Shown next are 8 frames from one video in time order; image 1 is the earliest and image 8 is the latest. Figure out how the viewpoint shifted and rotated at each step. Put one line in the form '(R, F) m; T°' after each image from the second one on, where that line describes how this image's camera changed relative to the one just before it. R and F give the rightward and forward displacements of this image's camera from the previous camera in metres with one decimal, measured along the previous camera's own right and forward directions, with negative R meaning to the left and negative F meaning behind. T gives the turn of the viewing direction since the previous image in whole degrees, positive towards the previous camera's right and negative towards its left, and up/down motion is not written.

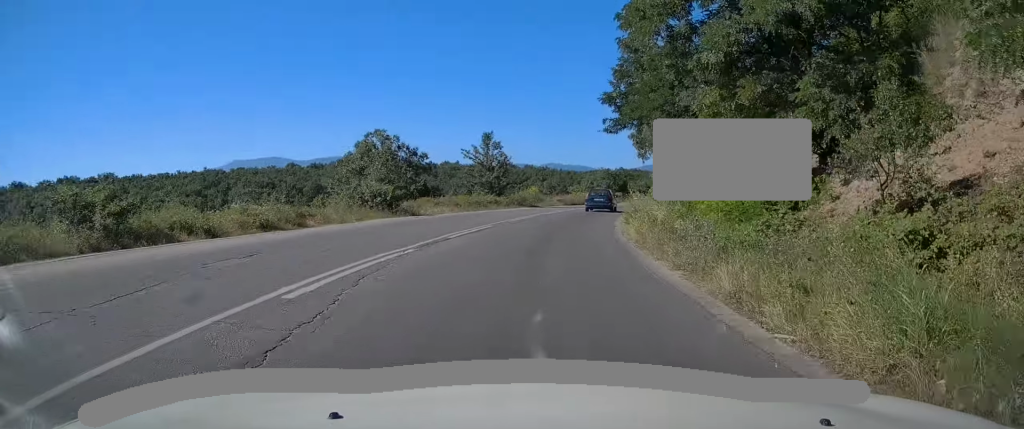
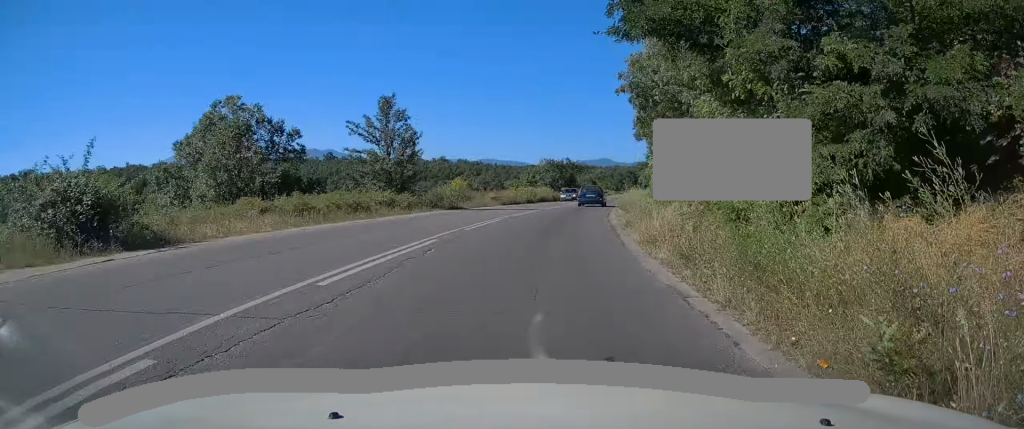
(+0.7, +17.4) m; +6°
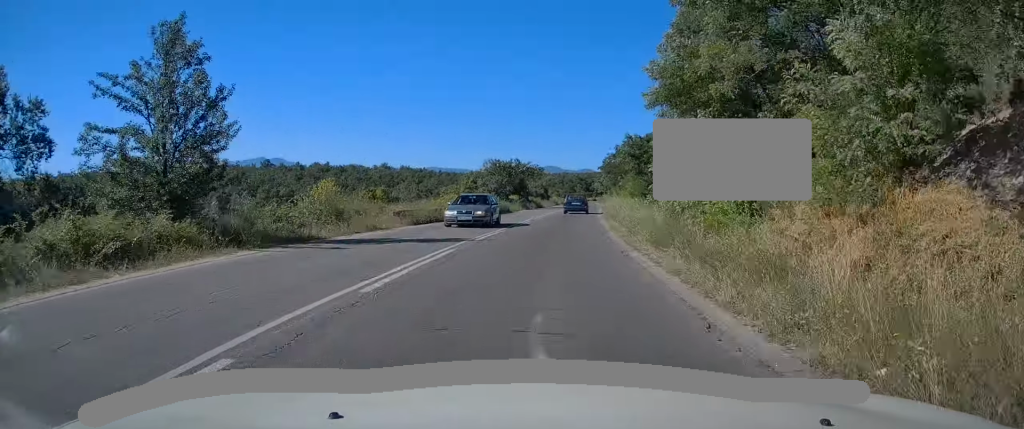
(+1.0, +17.5) m; +4°
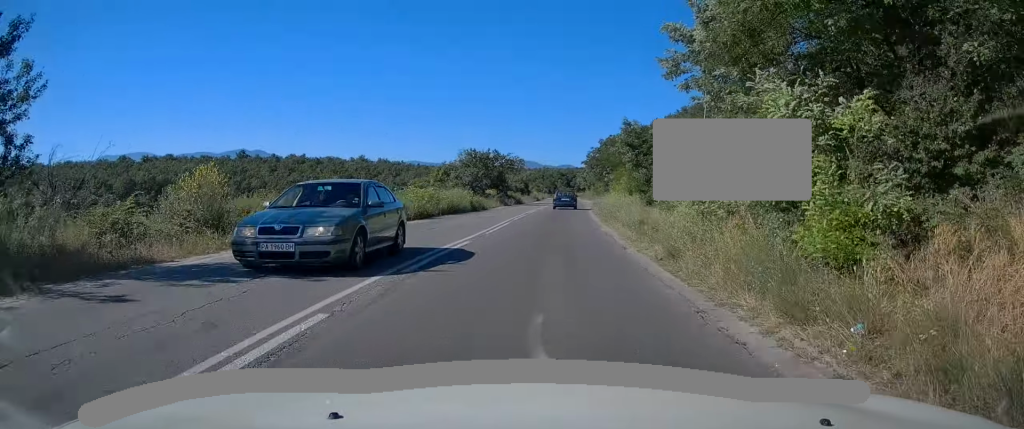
(+0.1, +7.6) m; +1°
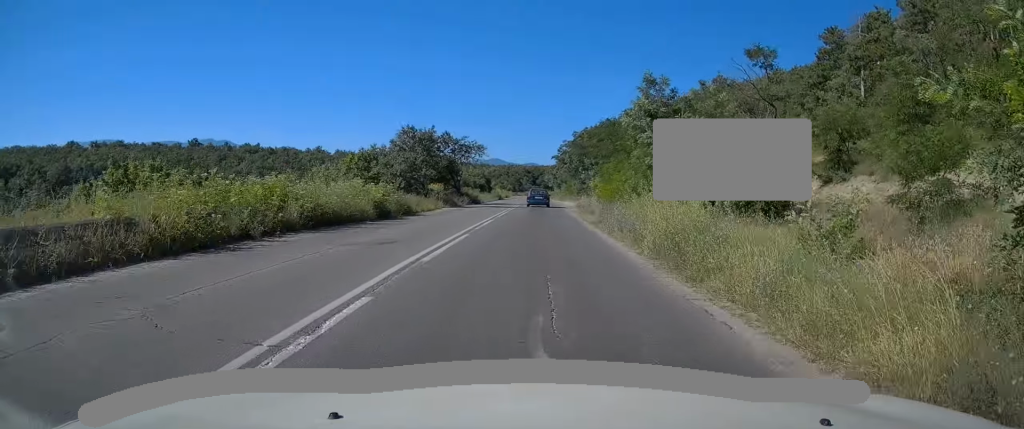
(+0.4, +17.5) m; +3°
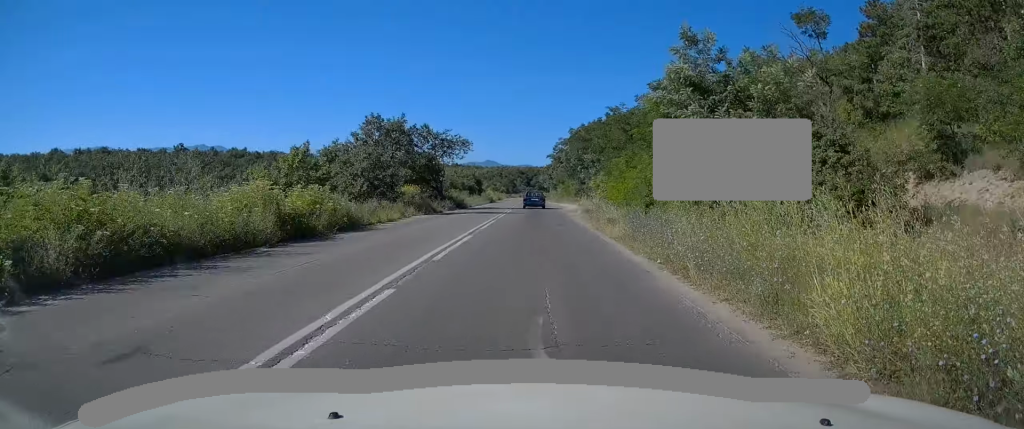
(+0.2, +8.3) m; +1°
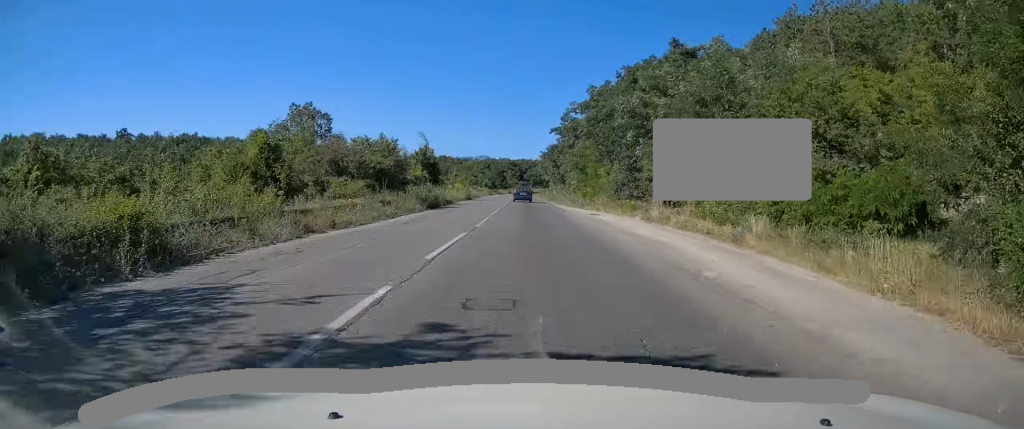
(+0.4, +46.6) m; 0°
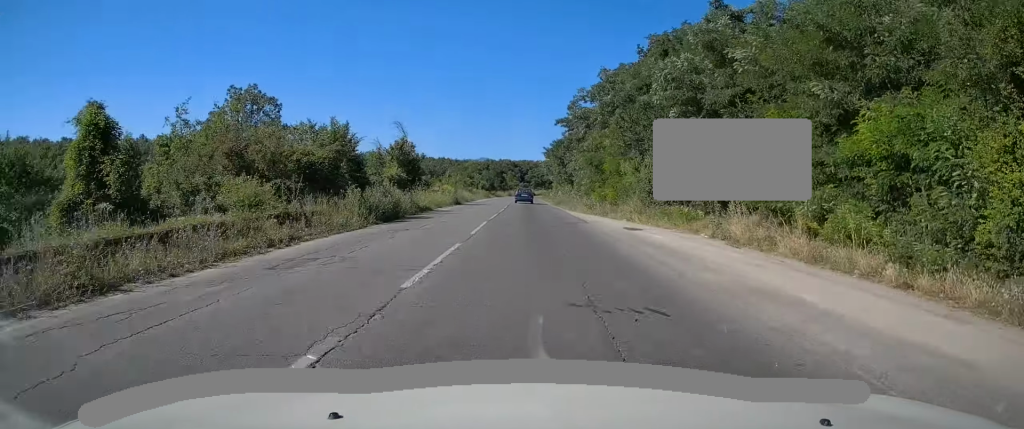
(0.0, +11.7) m; 0°
